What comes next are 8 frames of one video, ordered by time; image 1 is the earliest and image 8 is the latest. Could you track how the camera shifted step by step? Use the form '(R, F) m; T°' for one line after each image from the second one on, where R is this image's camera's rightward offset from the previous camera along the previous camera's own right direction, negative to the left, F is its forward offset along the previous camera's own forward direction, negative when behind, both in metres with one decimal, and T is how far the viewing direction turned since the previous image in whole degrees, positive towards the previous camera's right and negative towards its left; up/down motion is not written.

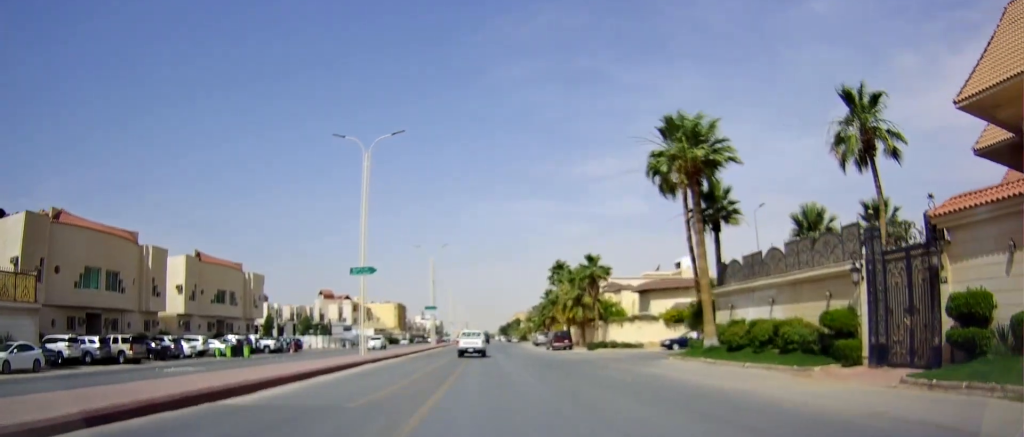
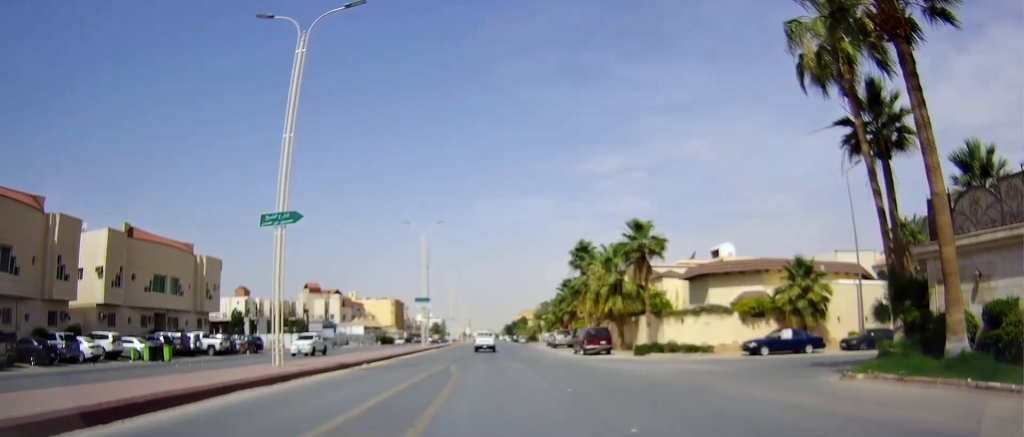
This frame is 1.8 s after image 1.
(+0.3, +14.9) m; +3°
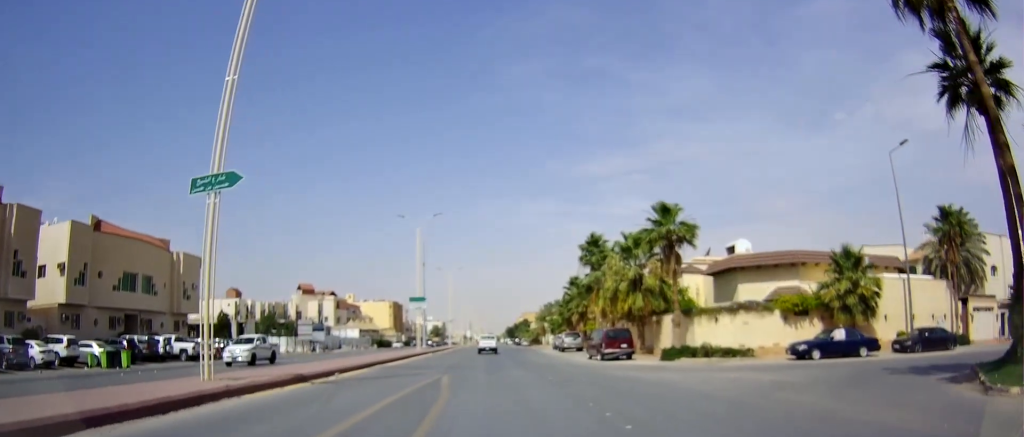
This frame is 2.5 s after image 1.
(0.0, +5.5) m; -2°
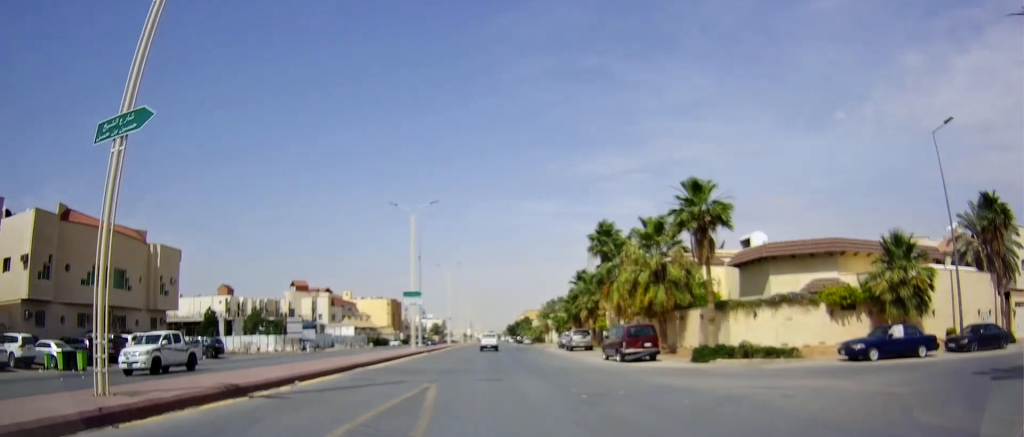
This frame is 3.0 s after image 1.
(0.0, +4.8) m; -2°
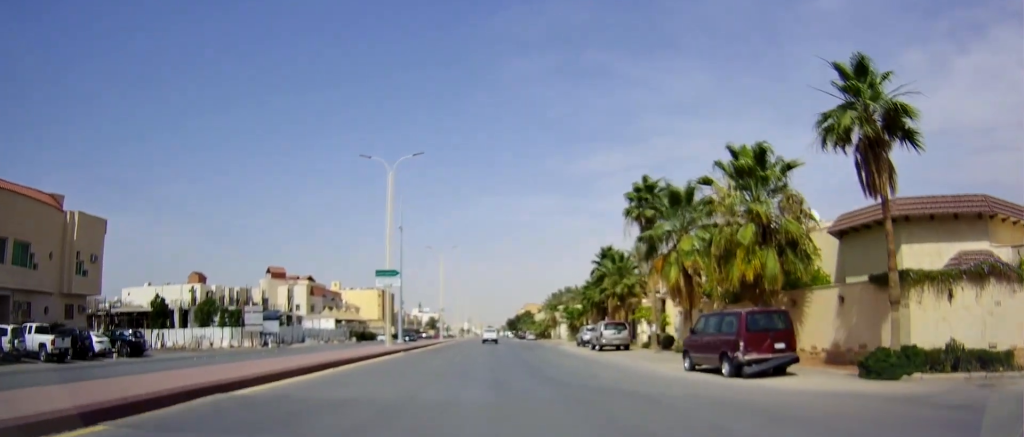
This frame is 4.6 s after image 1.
(-0.6, +13.7) m; 0°
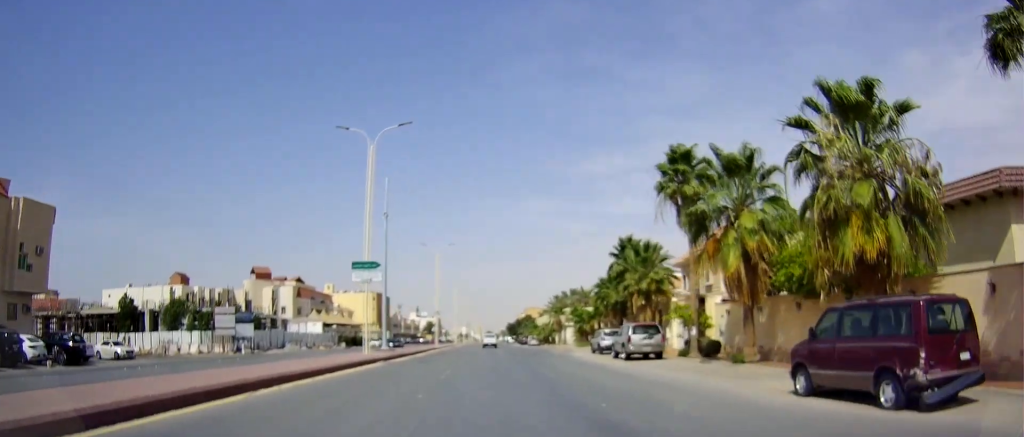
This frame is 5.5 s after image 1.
(+0.3, +7.4) m; +3°
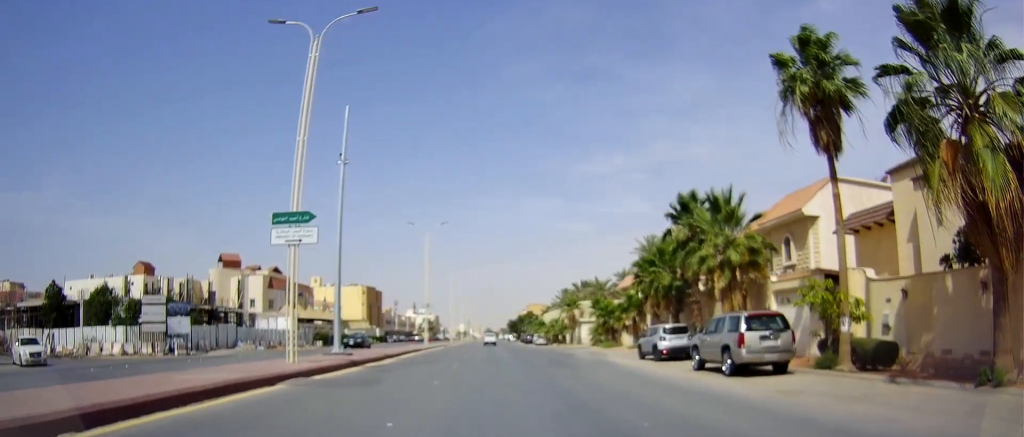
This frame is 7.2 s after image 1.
(-0.1, +13.5) m; -2°
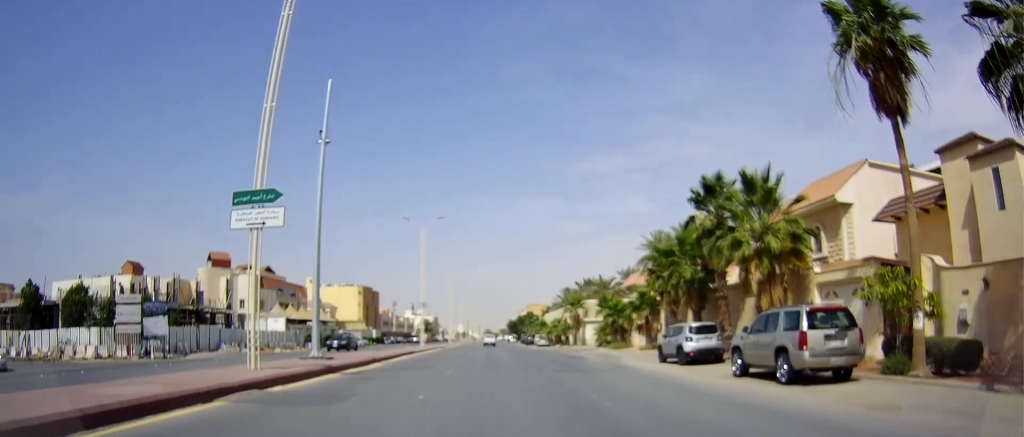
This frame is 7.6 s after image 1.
(-0.2, +3.6) m; 0°
